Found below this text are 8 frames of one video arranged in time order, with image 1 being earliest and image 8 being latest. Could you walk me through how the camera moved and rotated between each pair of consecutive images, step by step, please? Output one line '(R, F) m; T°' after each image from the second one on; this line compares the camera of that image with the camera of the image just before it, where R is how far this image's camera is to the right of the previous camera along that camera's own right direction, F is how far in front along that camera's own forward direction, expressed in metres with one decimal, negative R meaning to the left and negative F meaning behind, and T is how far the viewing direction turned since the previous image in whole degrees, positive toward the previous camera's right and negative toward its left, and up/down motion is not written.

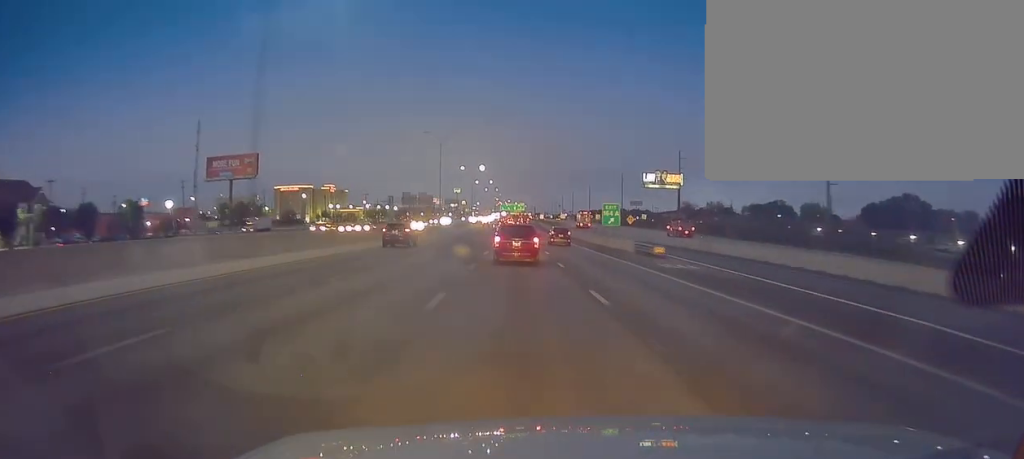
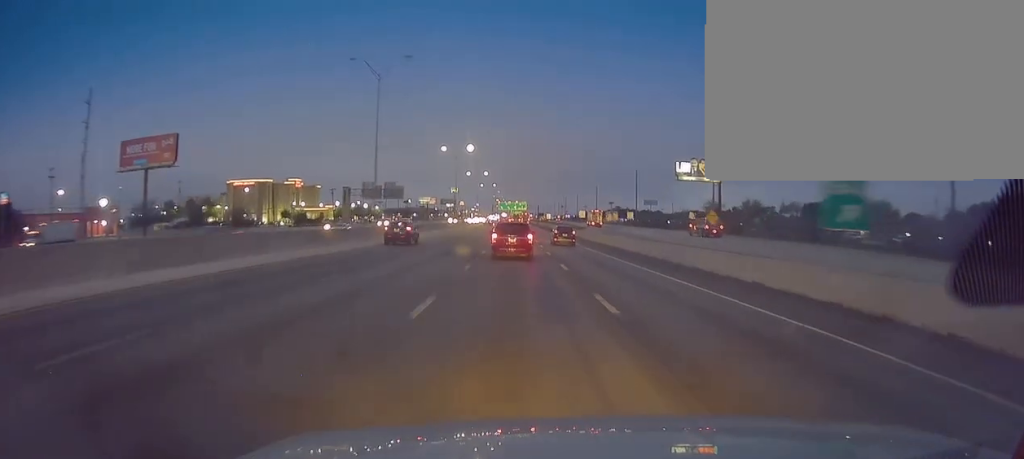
(-0.3, +50.7) m; -1°
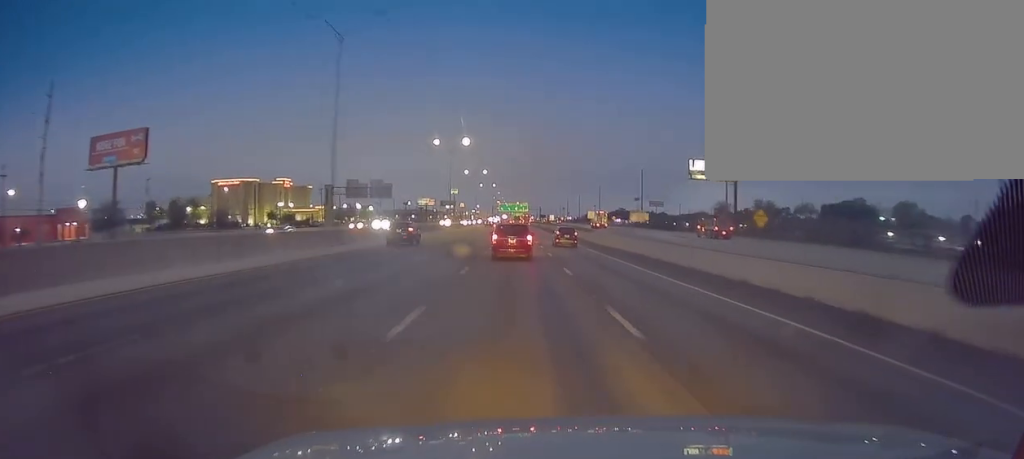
(0.0, +14.0) m; 0°
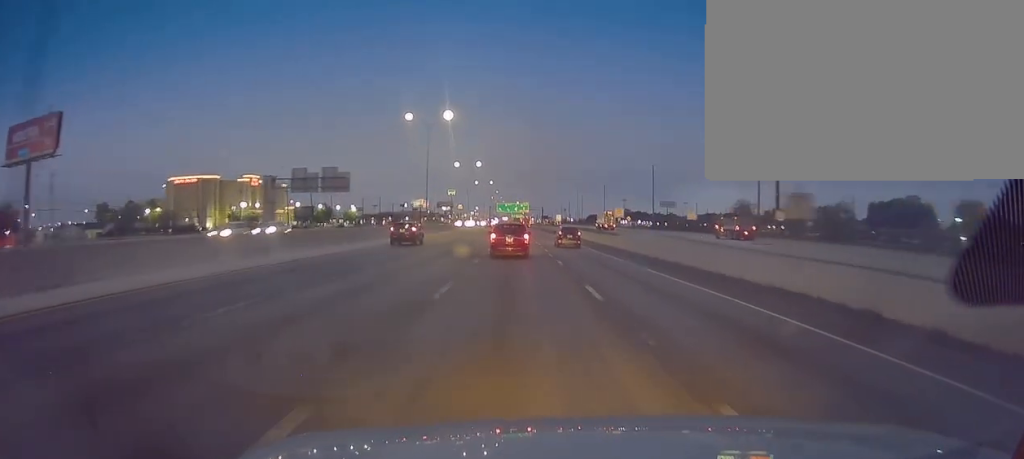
(0.0, +31.2) m; 0°
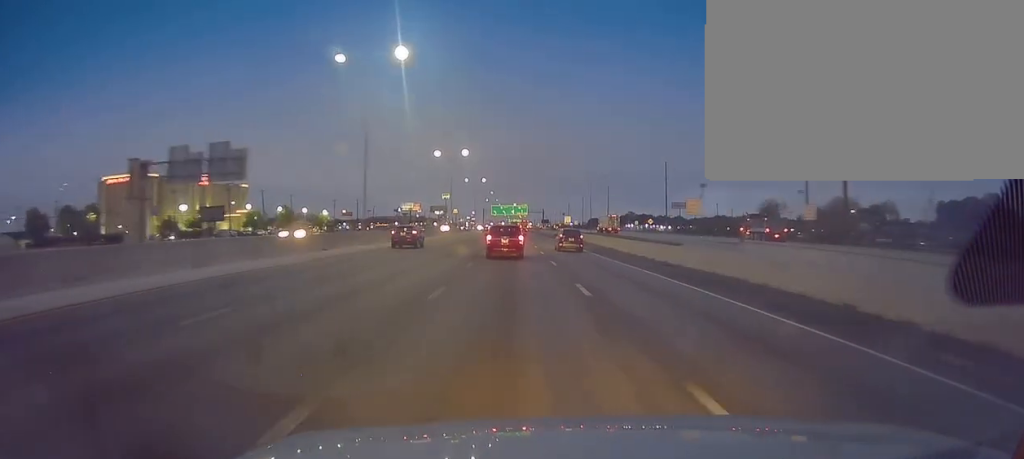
(0.0, +35.6) m; 0°
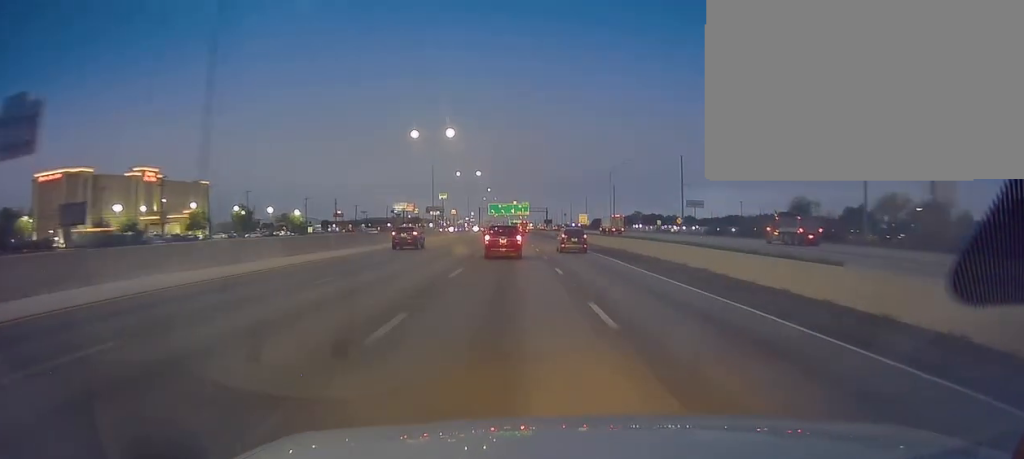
(0.0, +29.2) m; 0°
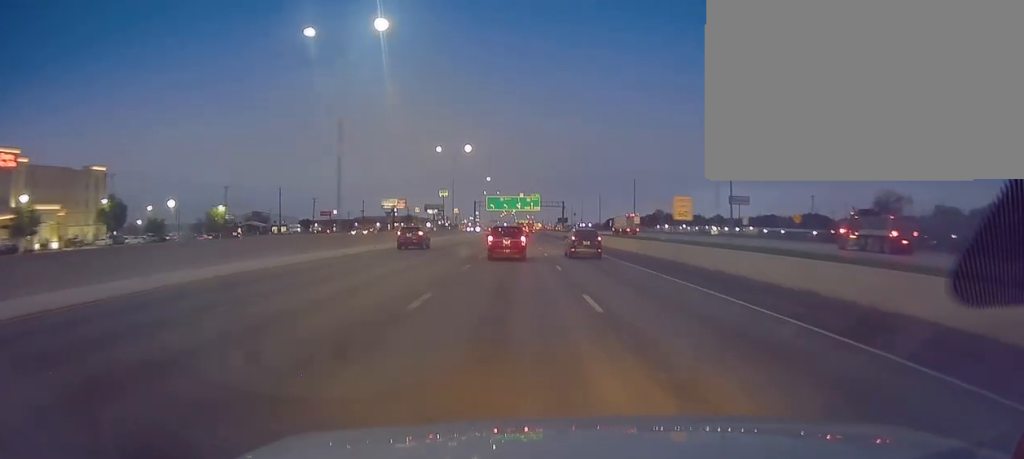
(+0.5, +55.9) m; 0°
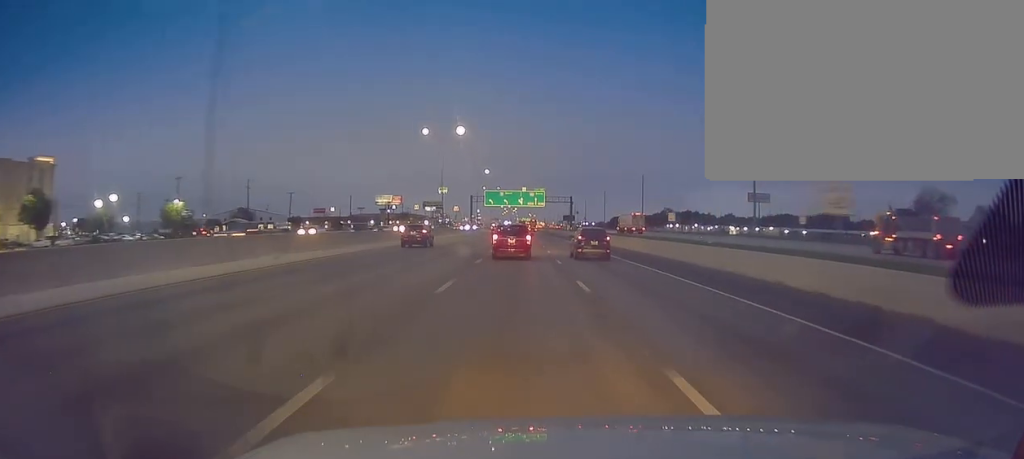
(-0.5, +21.0) m; -1°
